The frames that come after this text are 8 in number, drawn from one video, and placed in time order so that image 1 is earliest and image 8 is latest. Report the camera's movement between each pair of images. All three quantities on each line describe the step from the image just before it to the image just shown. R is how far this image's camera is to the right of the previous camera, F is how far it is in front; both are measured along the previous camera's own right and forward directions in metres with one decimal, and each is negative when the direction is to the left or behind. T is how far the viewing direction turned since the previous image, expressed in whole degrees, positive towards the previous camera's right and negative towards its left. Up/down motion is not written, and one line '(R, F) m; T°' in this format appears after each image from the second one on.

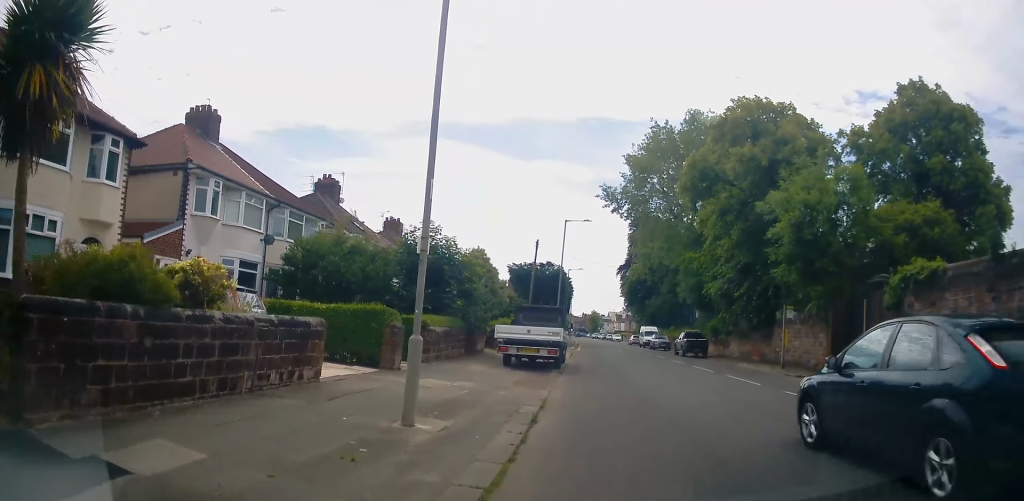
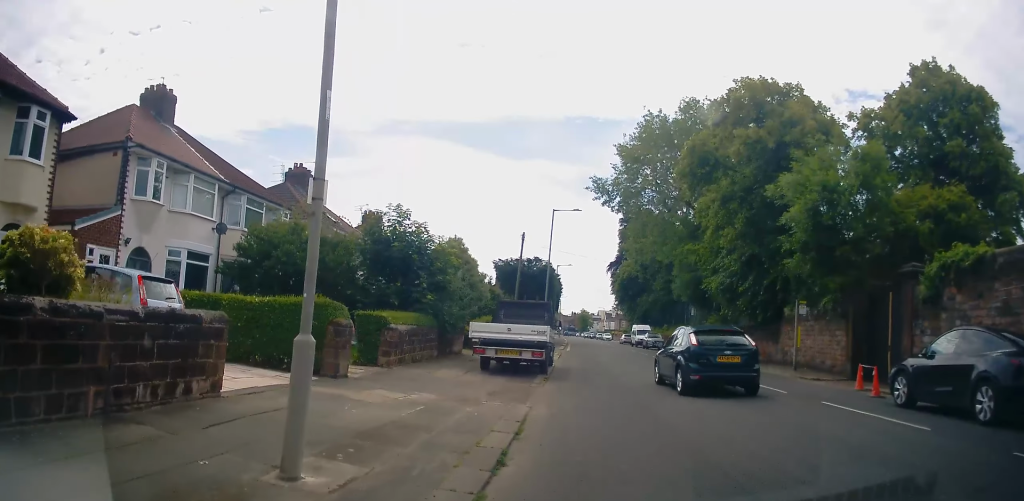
(-0.2, +2.8) m; -4°
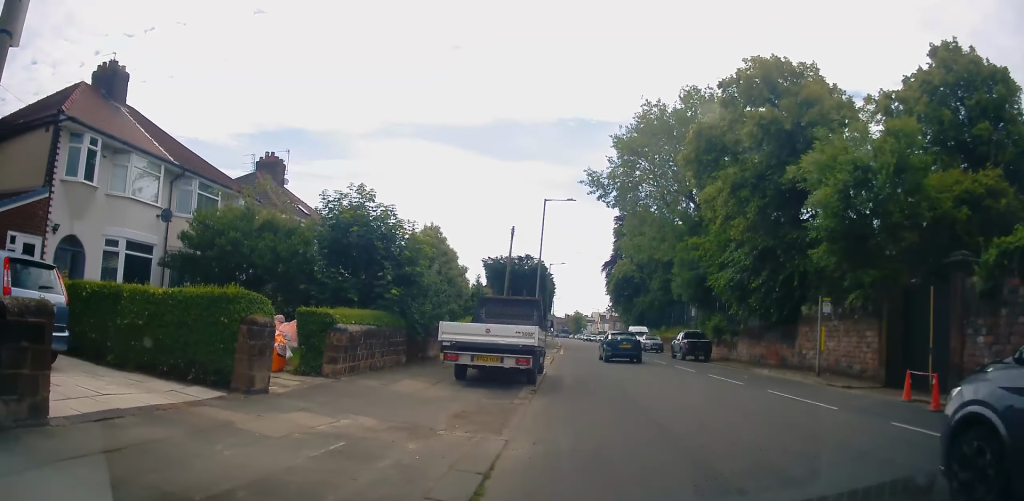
(+0.2, +3.3) m; +5°
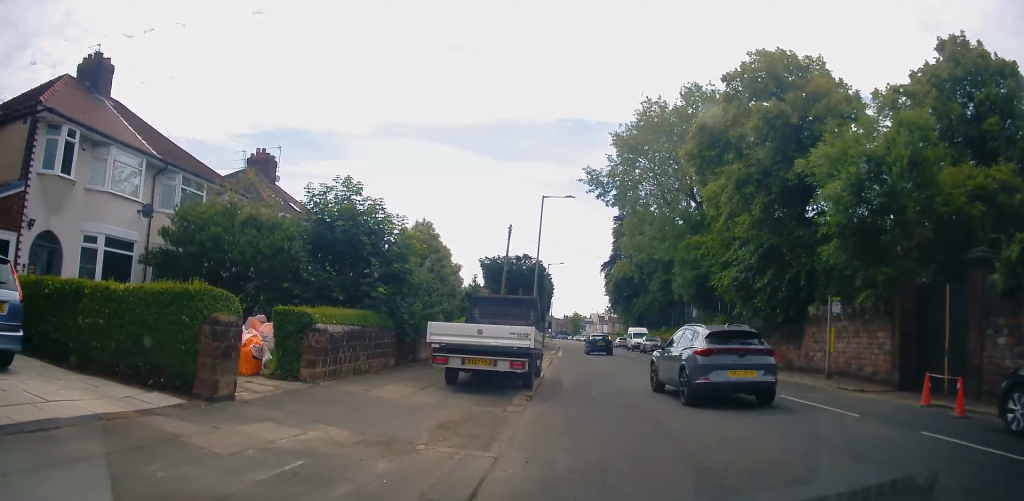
(-0.3, +1.0) m; 0°
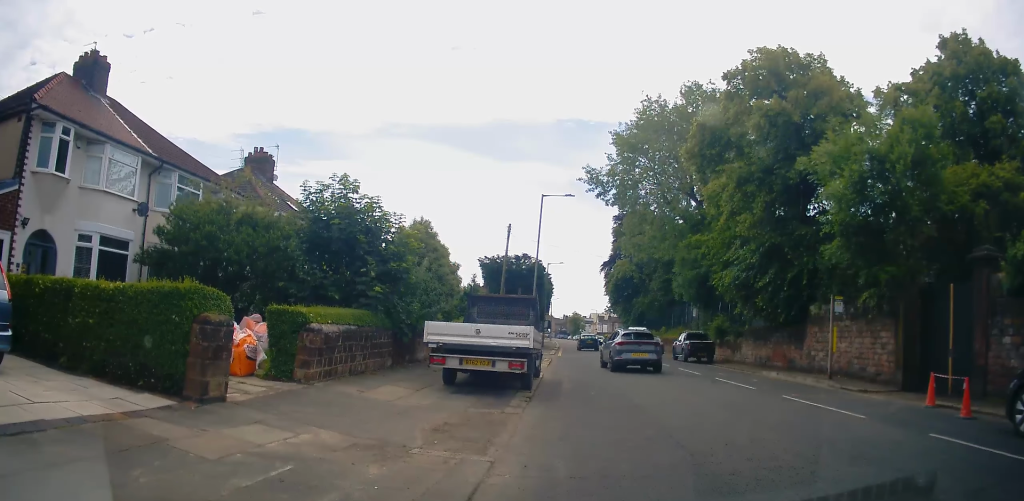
(+0.2, +0.2) m; 0°
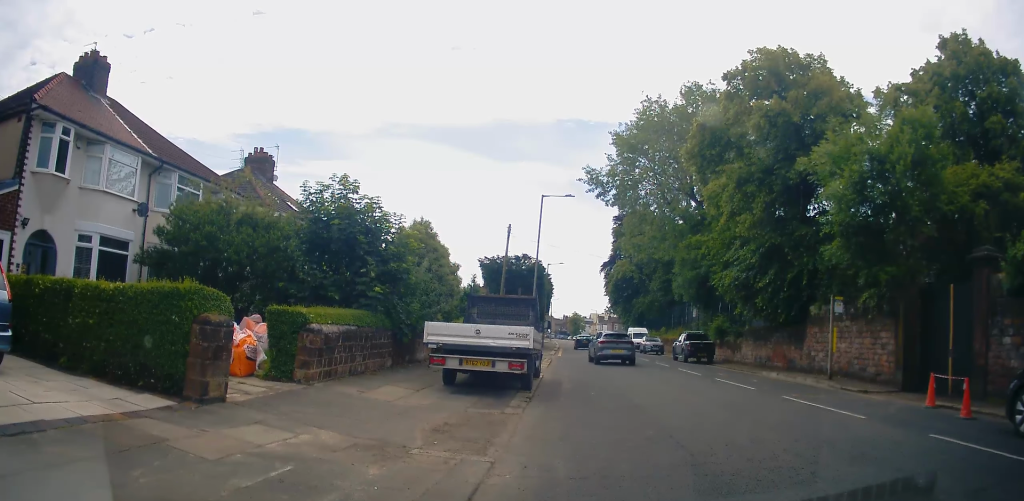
(0.0, 0.0) m; 0°
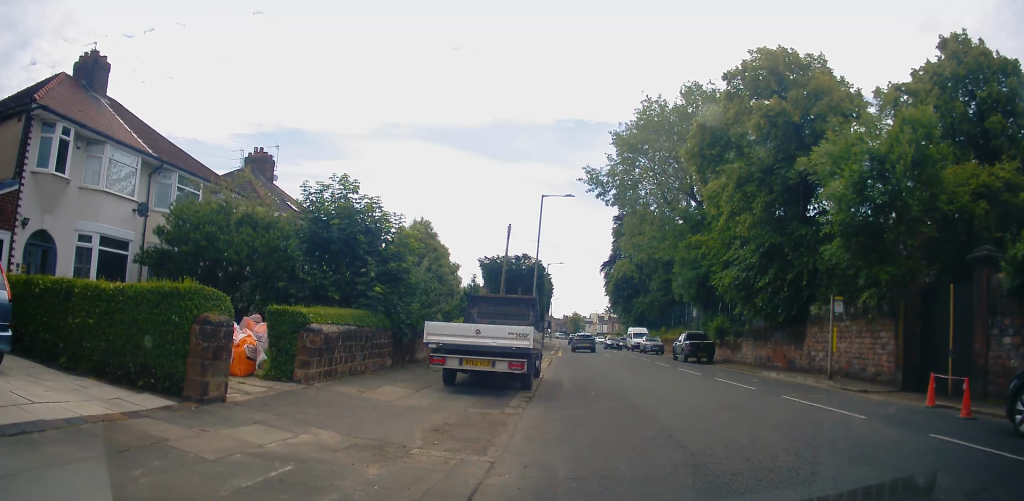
(+0.2, +0.2) m; 0°
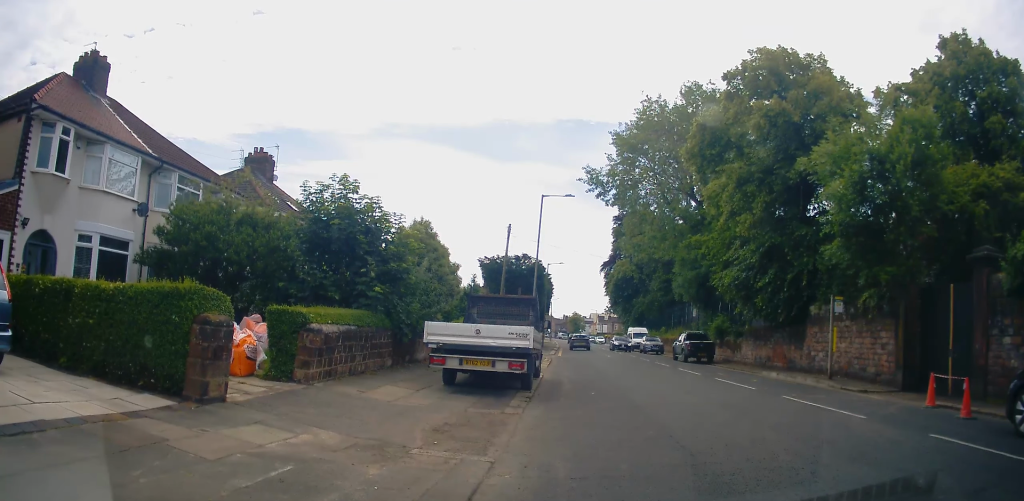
(0.0, 0.0) m; 0°
